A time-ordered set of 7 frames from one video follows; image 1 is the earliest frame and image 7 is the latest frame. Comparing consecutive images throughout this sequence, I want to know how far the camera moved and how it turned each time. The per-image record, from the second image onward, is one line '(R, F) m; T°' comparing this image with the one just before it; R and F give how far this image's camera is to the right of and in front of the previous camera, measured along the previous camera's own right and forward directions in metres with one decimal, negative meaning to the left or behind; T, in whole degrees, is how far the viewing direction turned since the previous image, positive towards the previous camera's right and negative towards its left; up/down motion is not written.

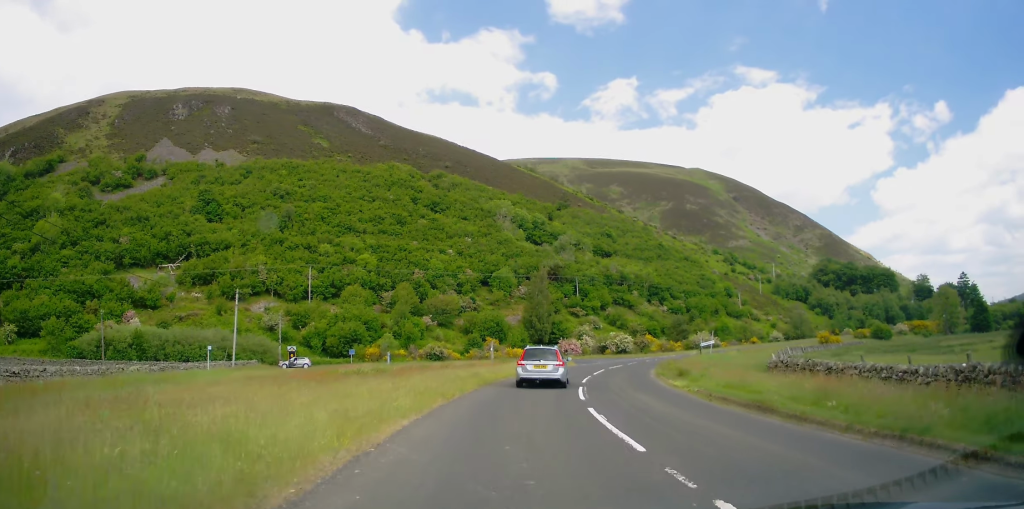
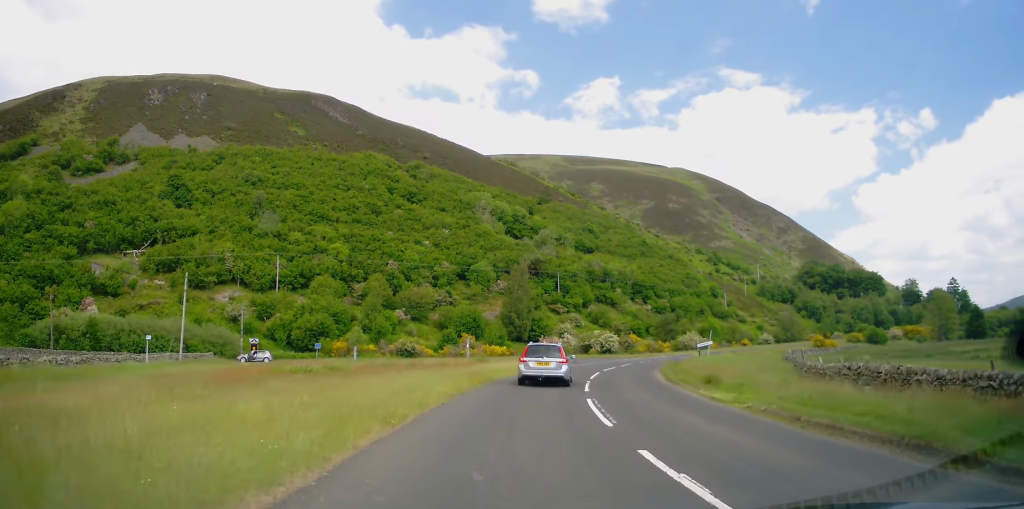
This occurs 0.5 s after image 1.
(+0.3, +6.0) m; +2°
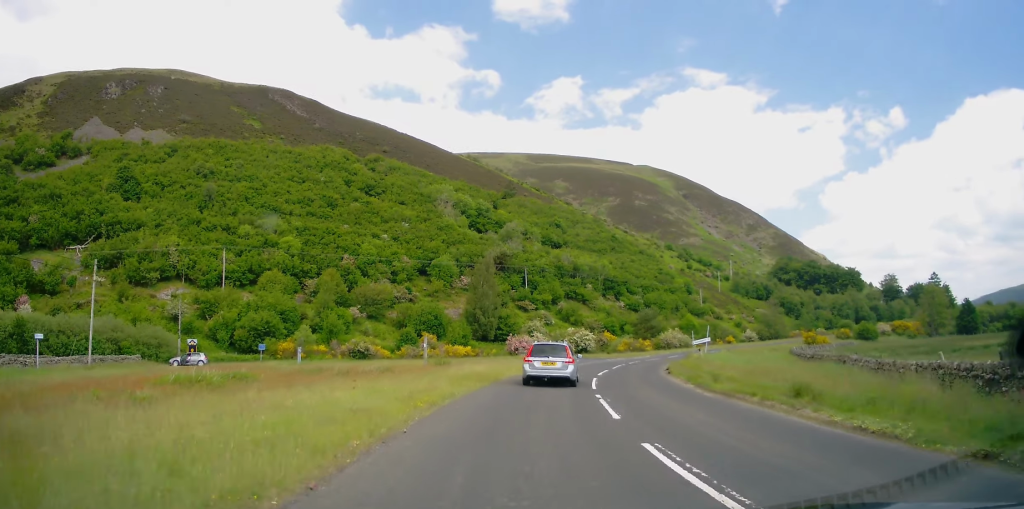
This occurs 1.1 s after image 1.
(+0.2, +8.4) m; +3°
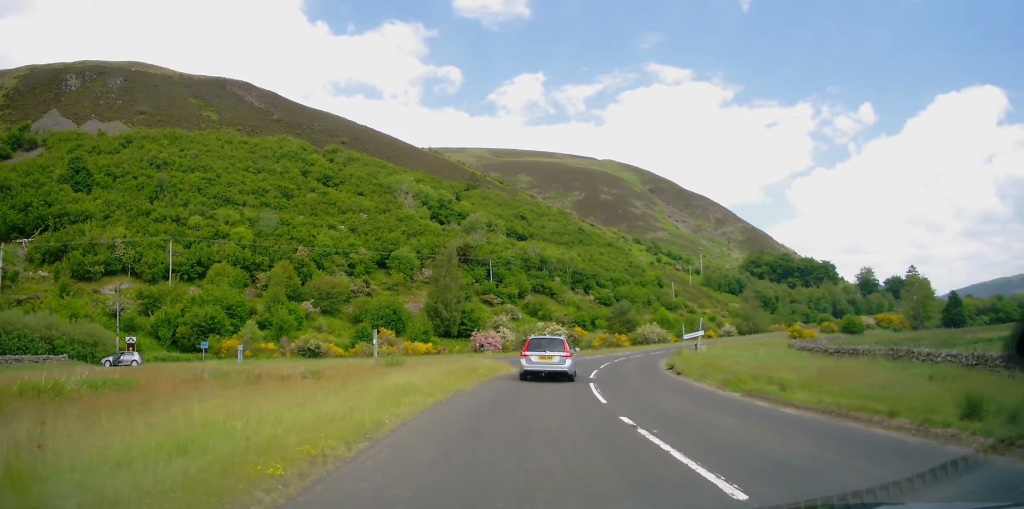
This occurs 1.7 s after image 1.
(+0.1, +6.2) m; +3°
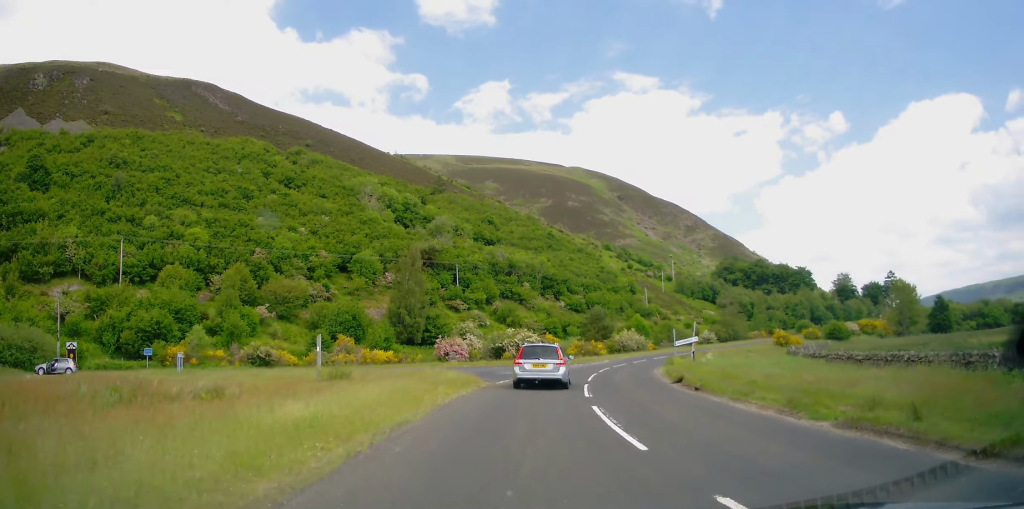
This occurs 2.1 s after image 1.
(0.0, +5.4) m; +2°
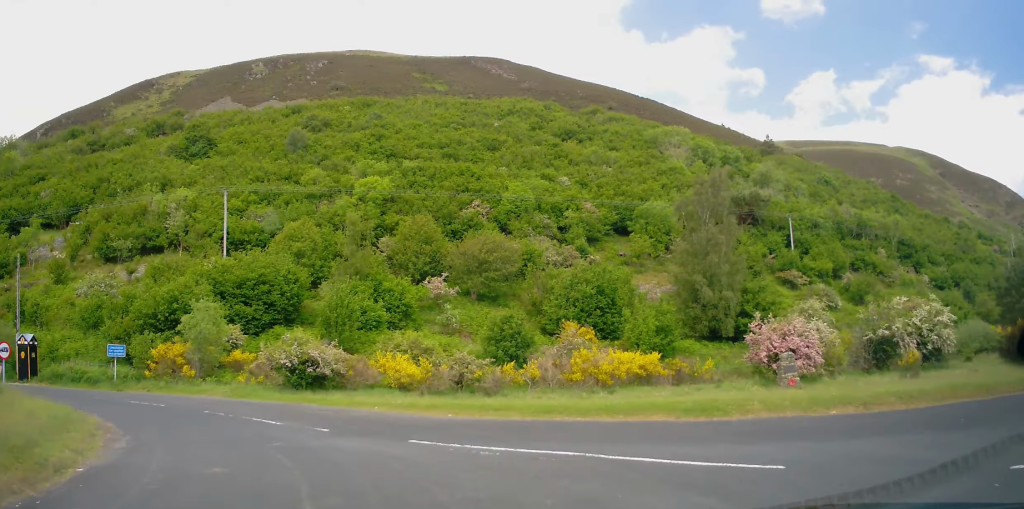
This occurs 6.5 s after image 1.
(+1.4, +34.5) m; -32°
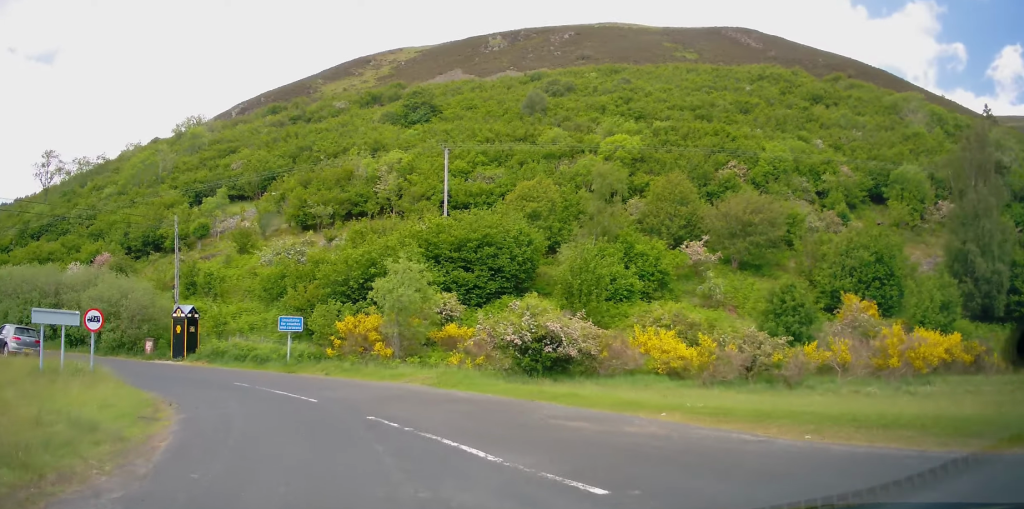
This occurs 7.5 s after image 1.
(-1.7, +9.5) m; -16°
